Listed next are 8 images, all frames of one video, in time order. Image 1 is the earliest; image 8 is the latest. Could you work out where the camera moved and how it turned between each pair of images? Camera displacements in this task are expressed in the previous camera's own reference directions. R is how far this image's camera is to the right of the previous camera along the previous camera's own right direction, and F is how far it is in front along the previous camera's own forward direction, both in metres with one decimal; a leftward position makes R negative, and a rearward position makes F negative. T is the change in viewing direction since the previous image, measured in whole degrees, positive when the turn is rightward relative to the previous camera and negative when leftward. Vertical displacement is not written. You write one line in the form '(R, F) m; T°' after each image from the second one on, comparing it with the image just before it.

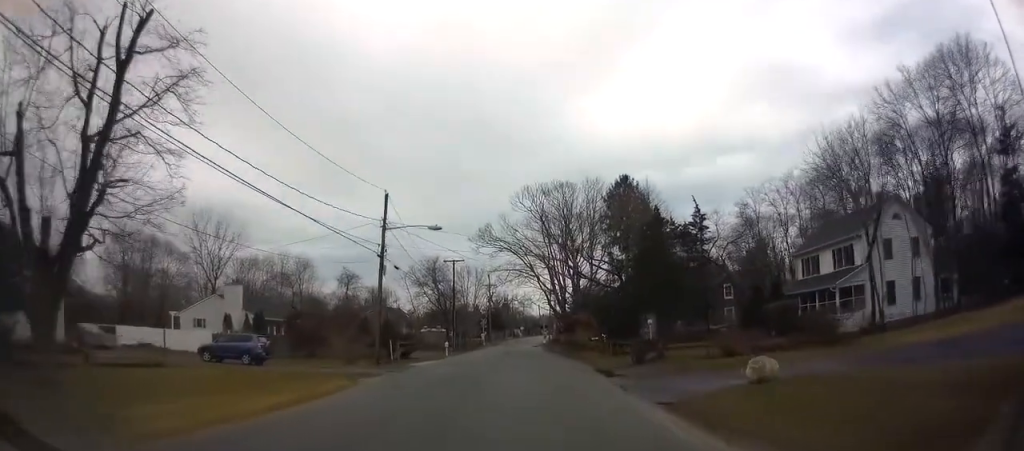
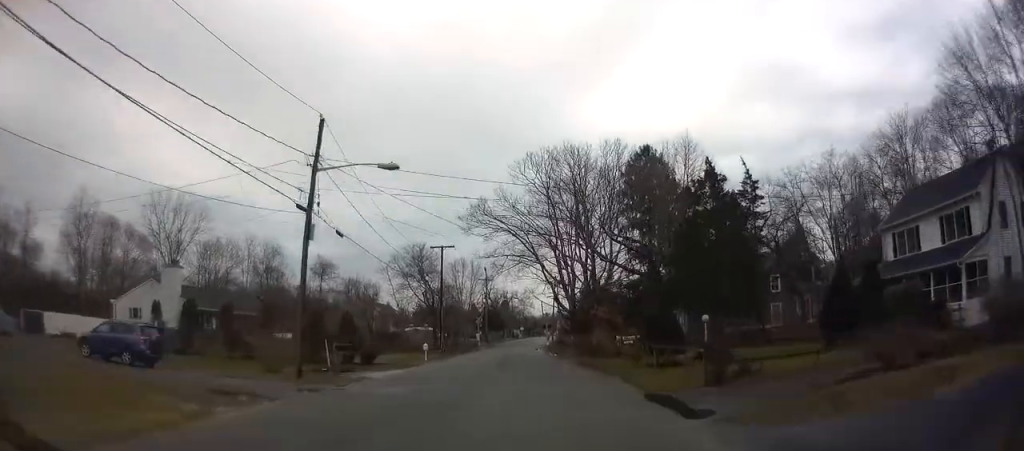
(0.0, +11.0) m; 0°
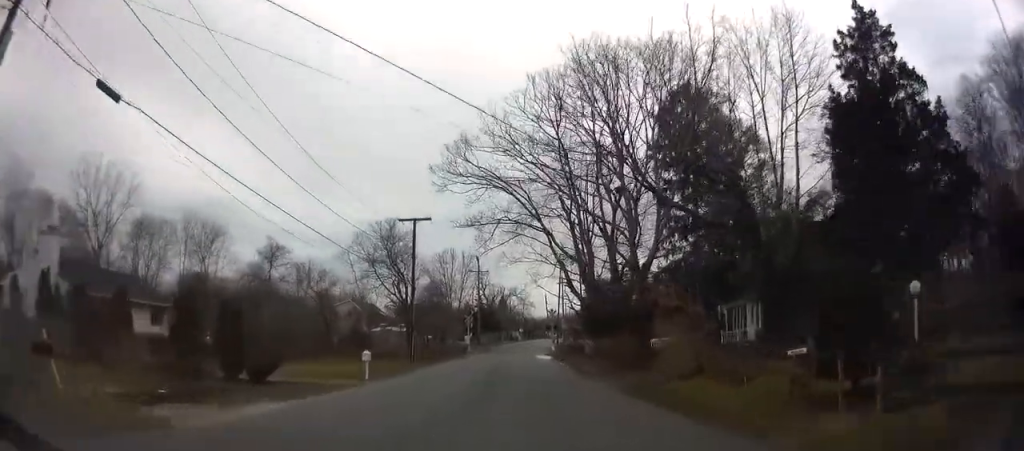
(0.0, +14.8) m; 0°
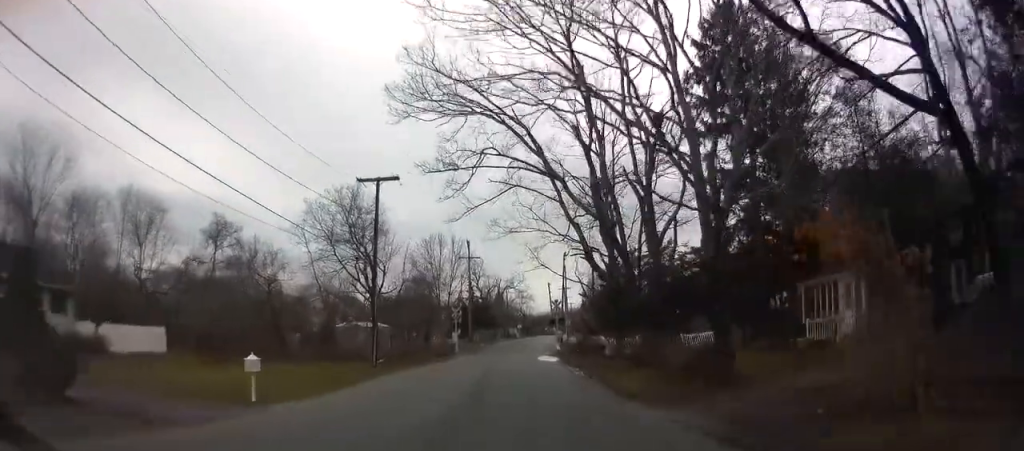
(0.0, +10.9) m; 0°
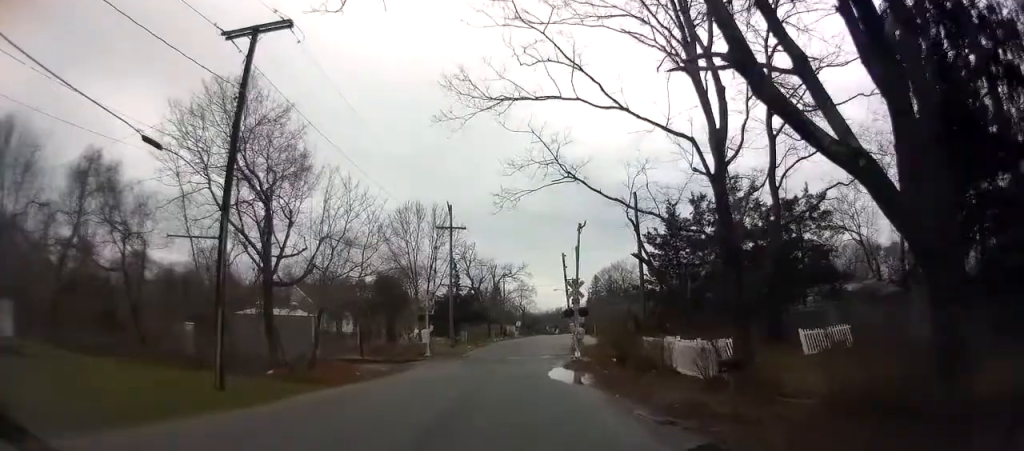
(+0.2, +18.5) m; +1°
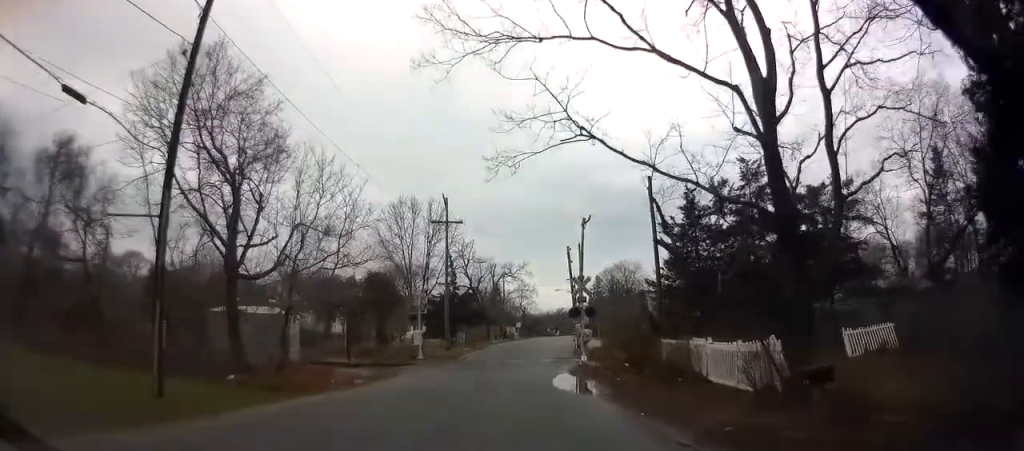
(0.0, +3.3) m; 0°
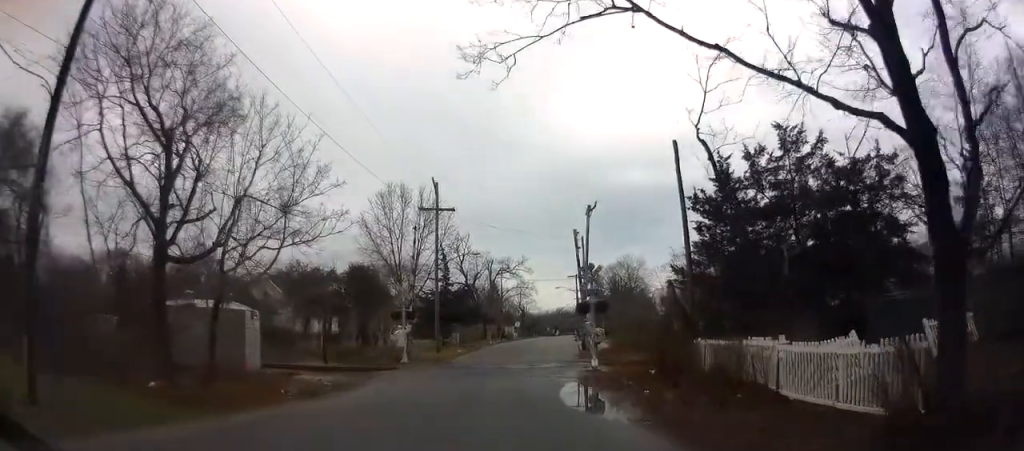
(0.0, +5.0) m; 0°
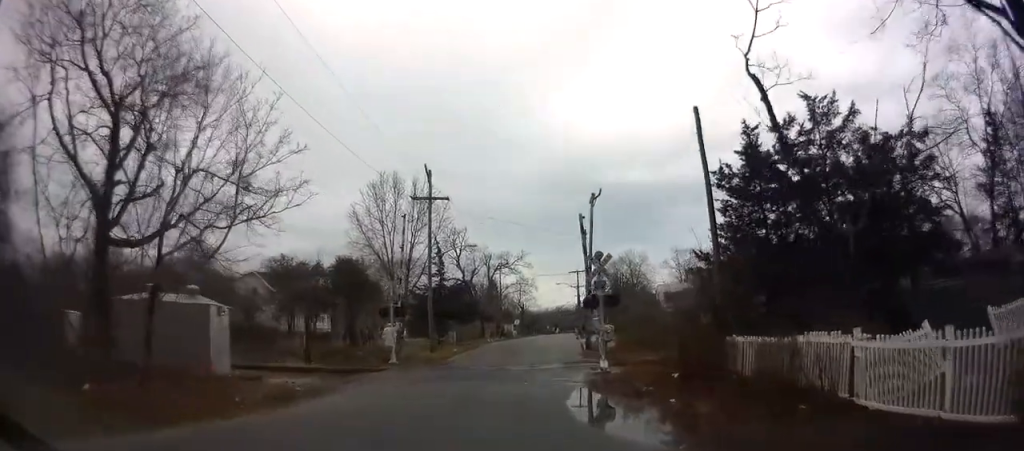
(0.0, +3.0) m; +1°
